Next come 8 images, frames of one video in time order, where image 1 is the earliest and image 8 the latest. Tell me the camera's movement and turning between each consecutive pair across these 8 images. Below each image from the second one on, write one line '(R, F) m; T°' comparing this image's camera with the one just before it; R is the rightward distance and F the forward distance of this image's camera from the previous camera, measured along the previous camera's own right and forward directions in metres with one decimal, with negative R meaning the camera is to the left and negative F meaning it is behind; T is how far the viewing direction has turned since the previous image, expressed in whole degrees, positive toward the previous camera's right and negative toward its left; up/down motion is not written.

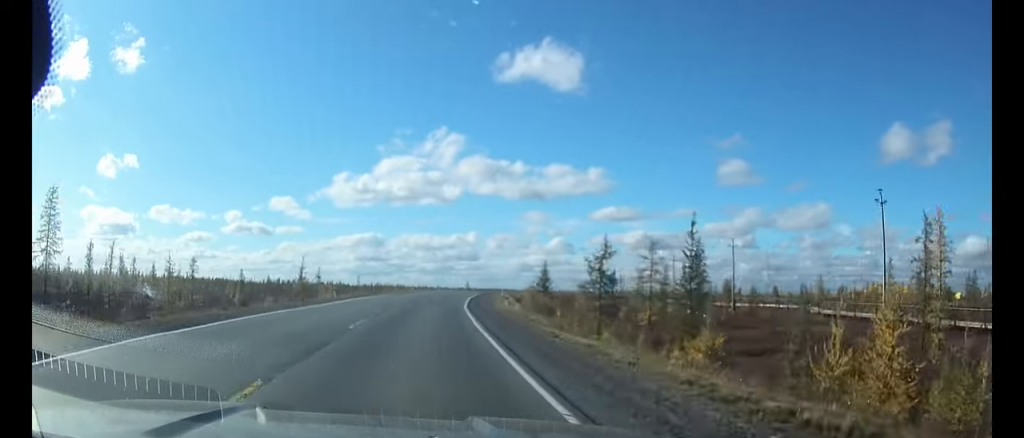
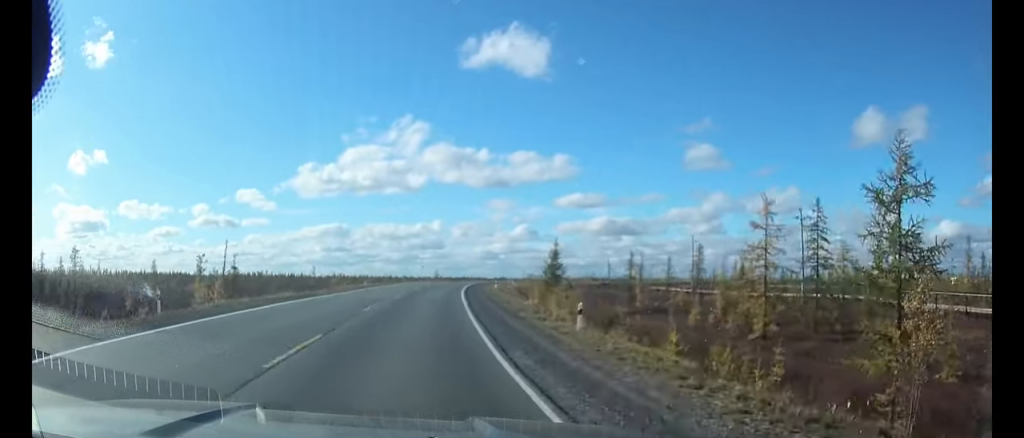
(+0.7, +26.4) m; +3°
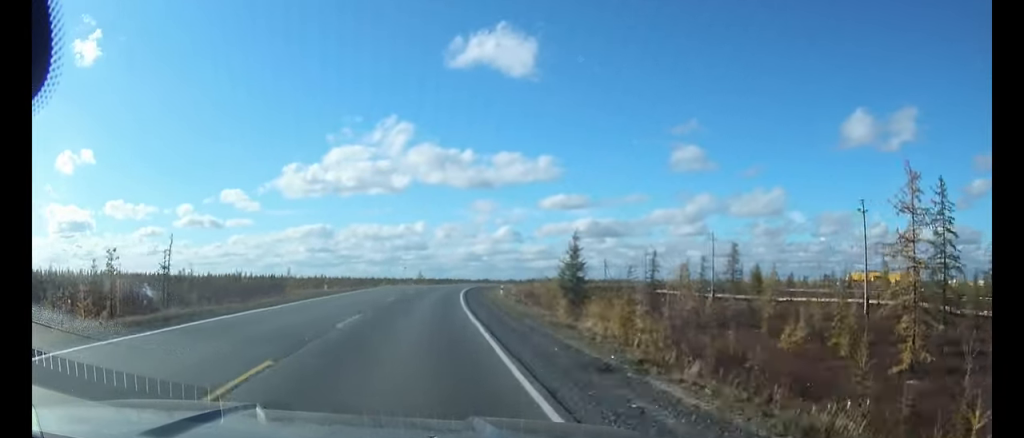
(+0.2, +14.3) m; +2°
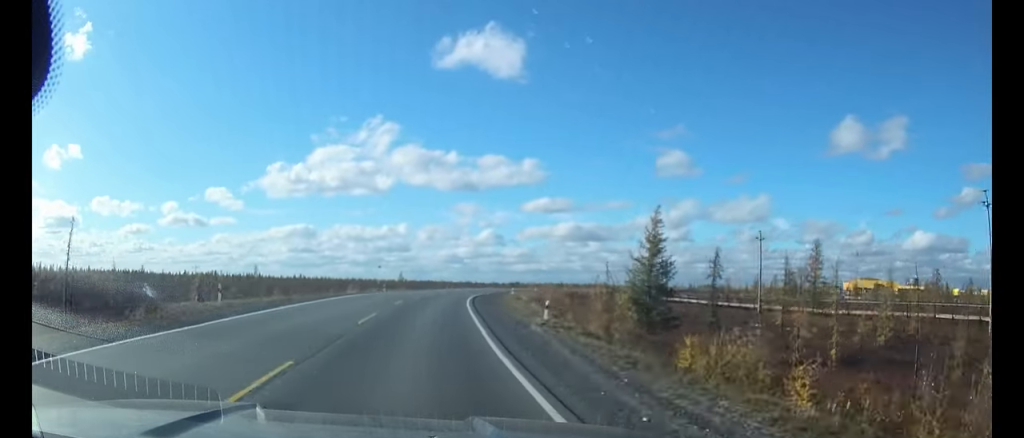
(+0.4, +19.6) m; +3°
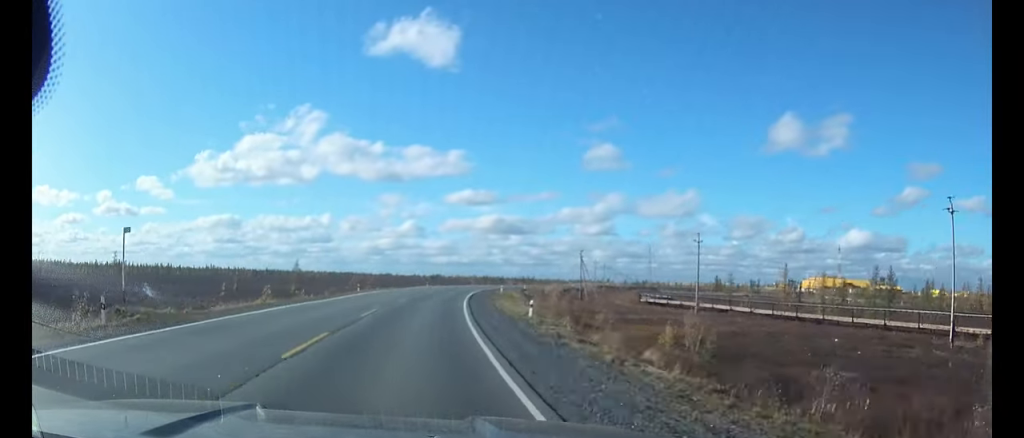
(+3.1, +49.4) m; +7°
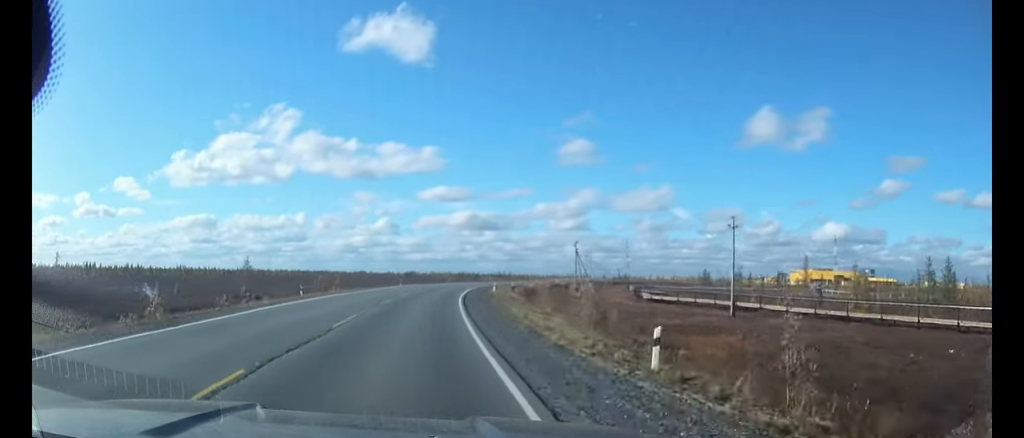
(+0.1, +17.7) m; +3°
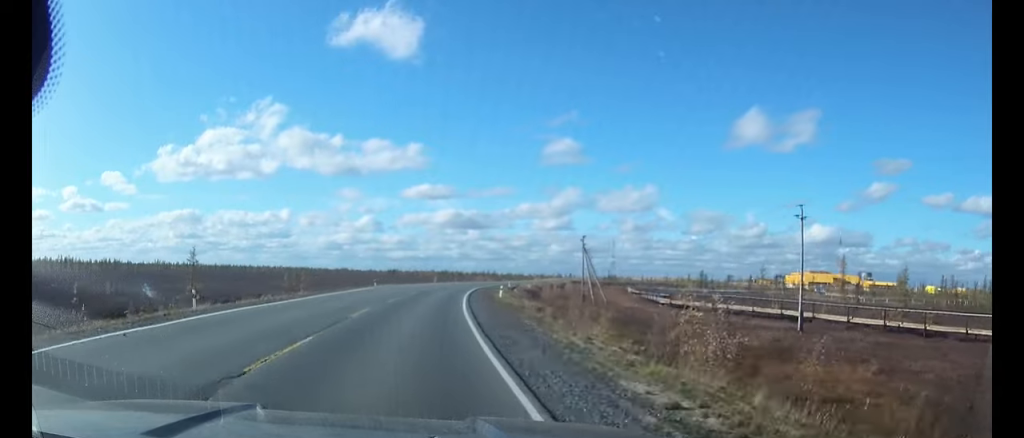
(+0.6, +16.7) m; +2°
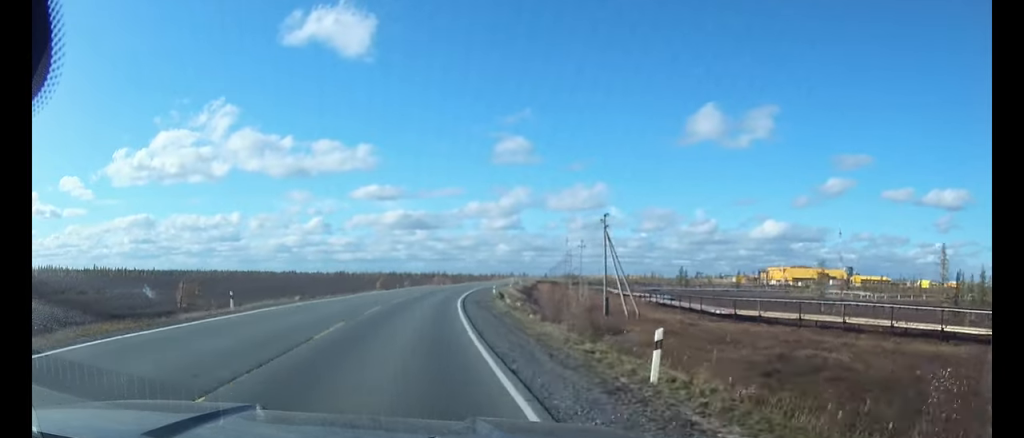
(+1.5, +36.8) m; +5°
